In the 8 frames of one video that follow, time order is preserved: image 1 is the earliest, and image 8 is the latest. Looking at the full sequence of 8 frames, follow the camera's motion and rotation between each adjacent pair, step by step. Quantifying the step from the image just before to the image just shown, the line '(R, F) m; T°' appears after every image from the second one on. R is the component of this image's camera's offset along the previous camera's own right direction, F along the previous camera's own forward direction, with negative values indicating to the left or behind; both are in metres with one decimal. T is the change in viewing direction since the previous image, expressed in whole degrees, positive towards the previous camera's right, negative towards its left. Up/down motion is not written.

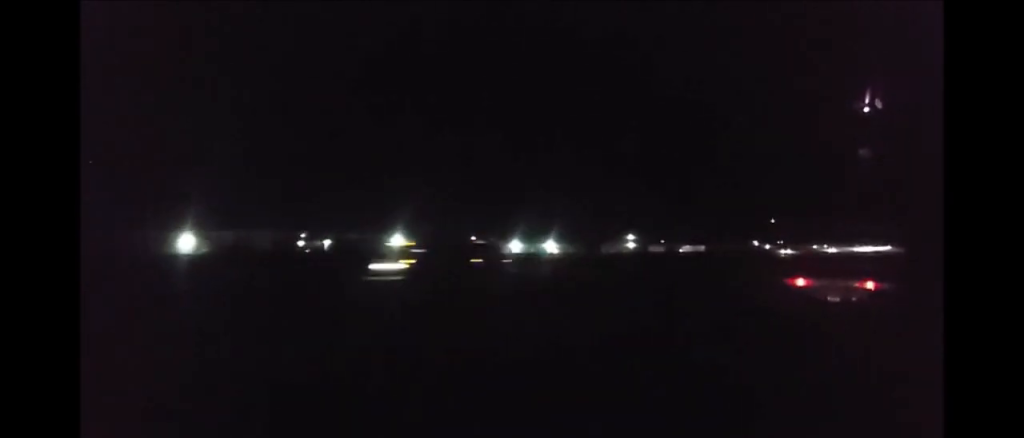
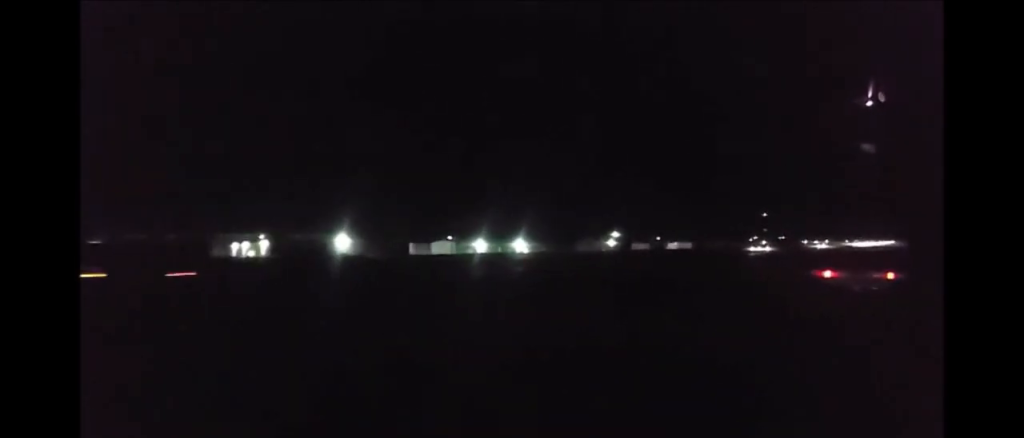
(0.0, +18.7) m; +1°
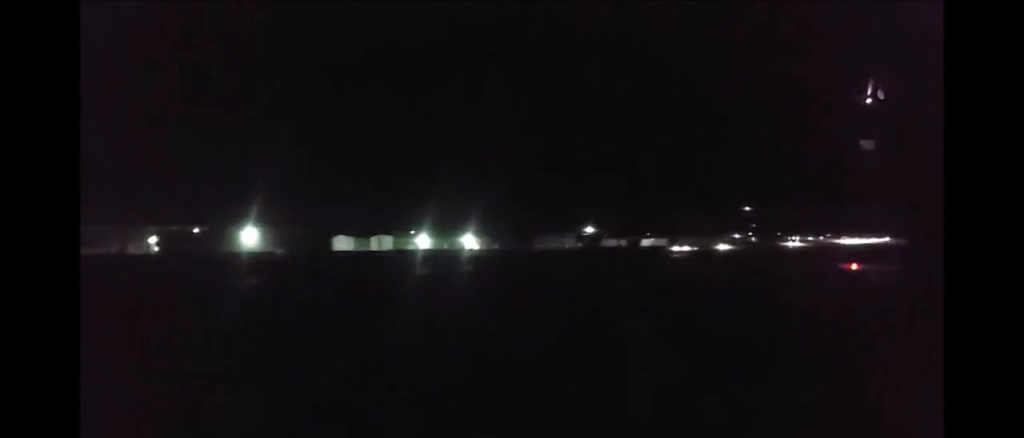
(+0.2, +23.5) m; 0°
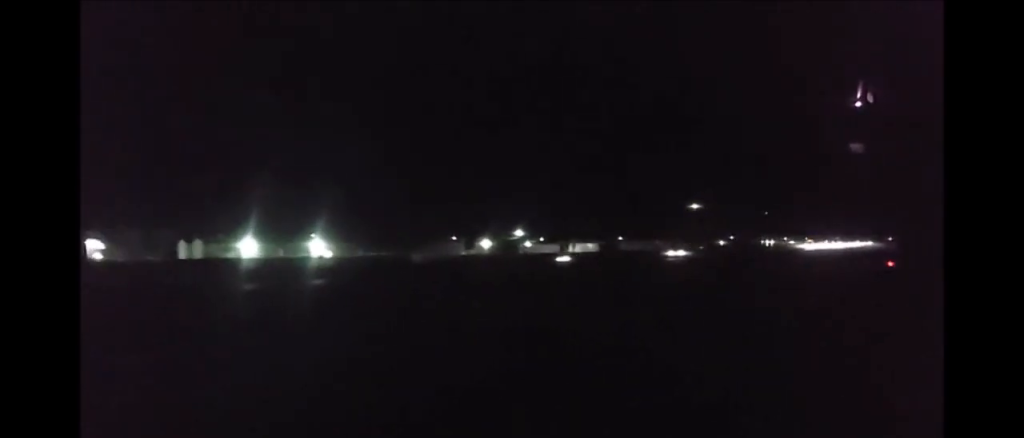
(-0.2, +44.5) m; -1°
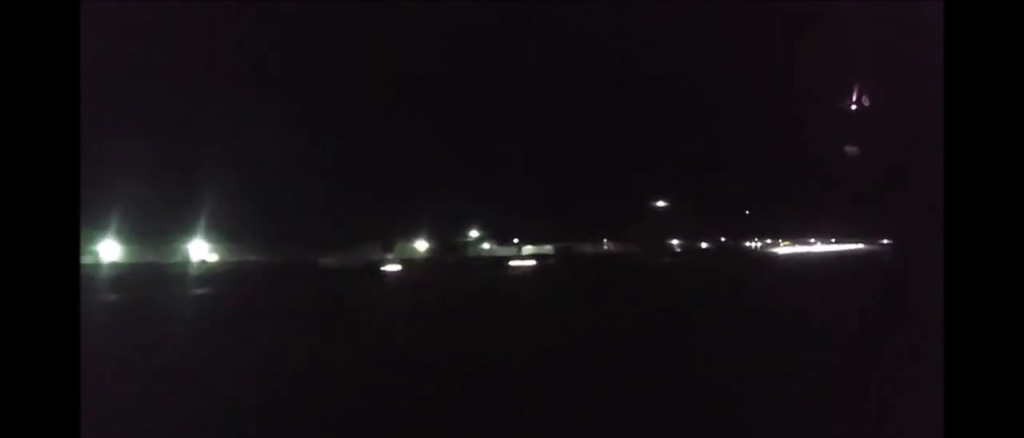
(0.0, +21.9) m; +1°
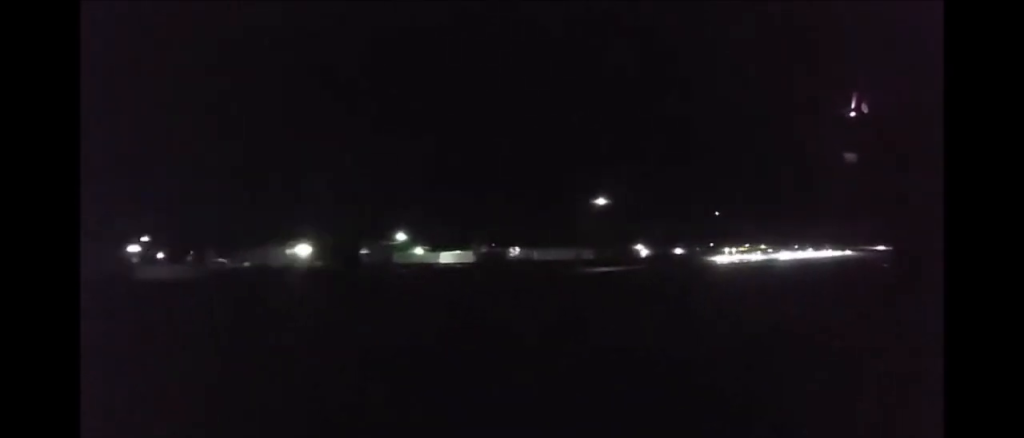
(+0.4, +30.2) m; 0°
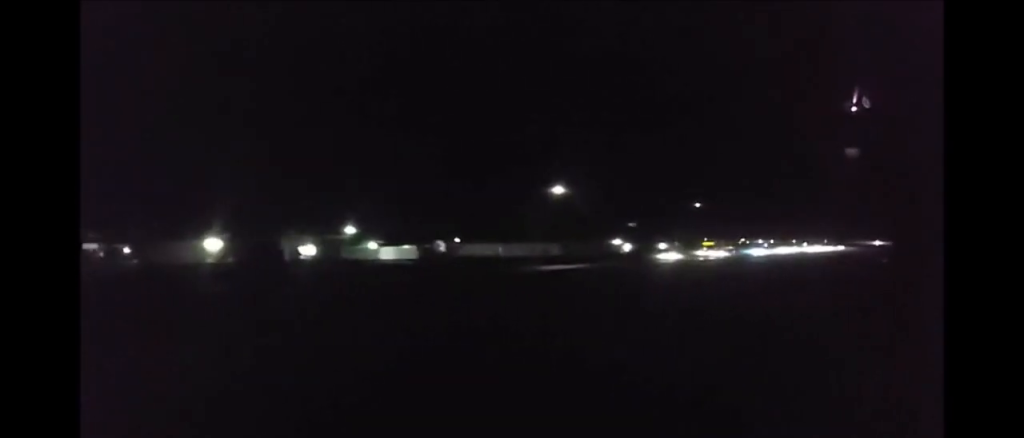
(0.0, +15.9) m; 0°
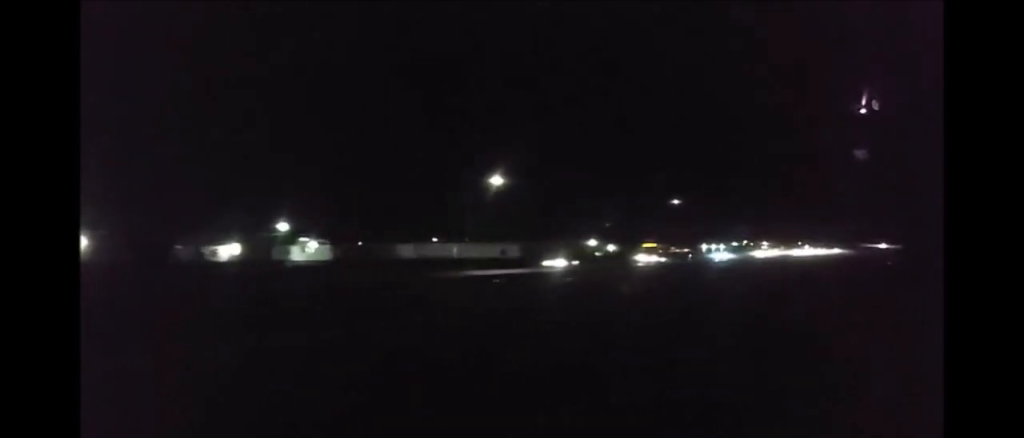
(-0.3, +20.6) m; -1°
